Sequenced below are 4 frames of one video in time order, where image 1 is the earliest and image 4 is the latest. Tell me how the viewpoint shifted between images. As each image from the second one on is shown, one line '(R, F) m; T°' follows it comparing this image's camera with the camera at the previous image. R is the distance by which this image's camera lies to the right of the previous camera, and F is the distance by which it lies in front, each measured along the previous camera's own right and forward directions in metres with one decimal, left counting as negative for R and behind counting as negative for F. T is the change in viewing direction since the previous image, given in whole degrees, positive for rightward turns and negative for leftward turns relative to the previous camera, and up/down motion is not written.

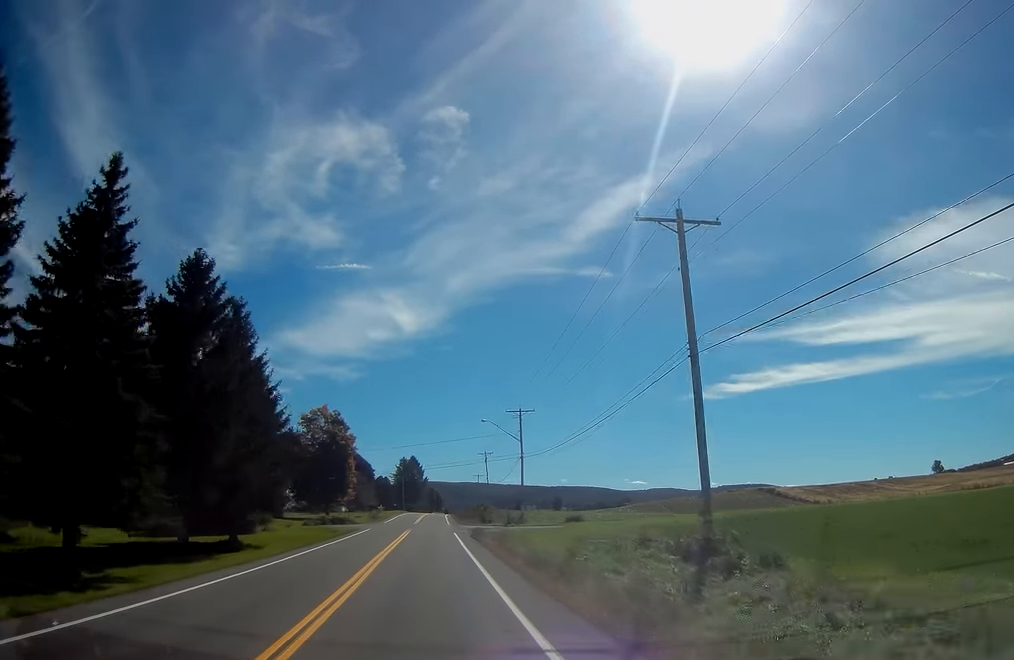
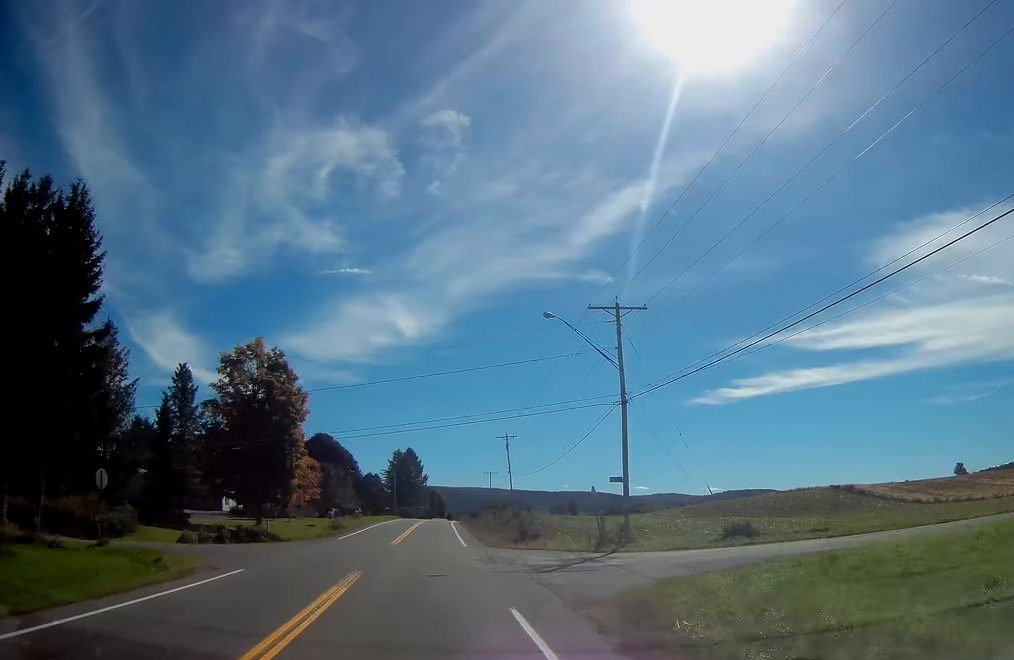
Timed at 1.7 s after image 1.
(+0.1, +39.8) m; 0°
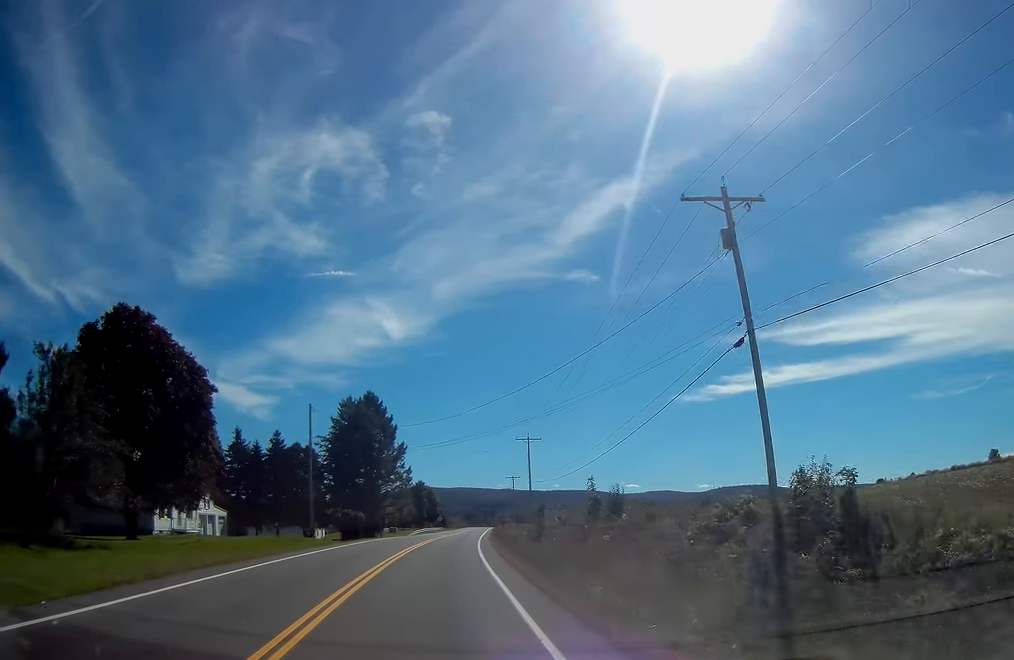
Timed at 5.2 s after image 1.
(+0.5, +81.9) m; +1°
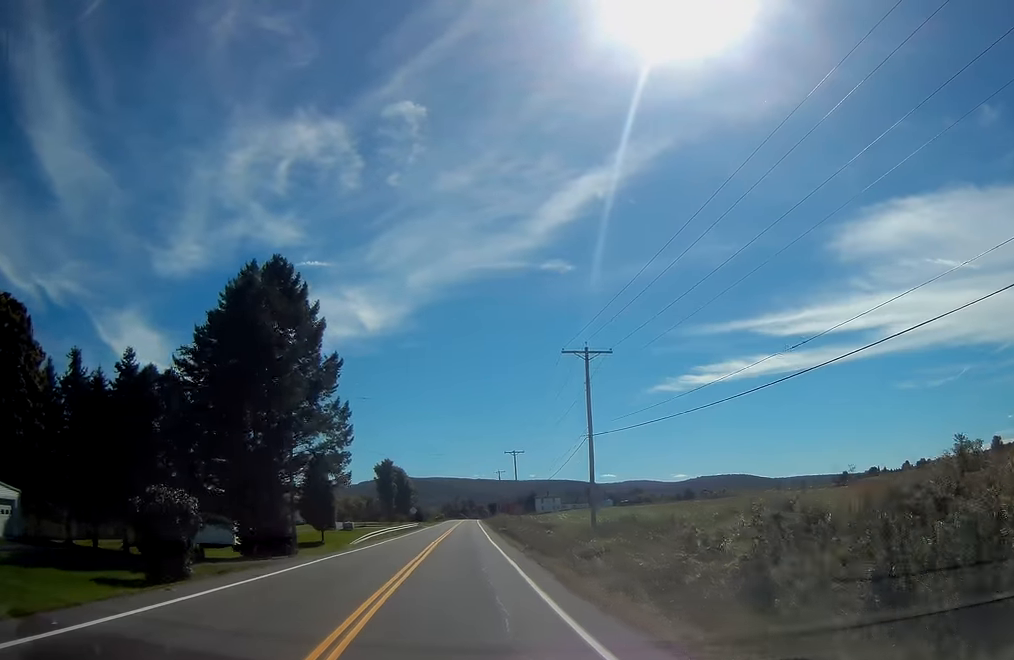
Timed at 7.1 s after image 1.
(+0.6, +43.0) m; +2°
